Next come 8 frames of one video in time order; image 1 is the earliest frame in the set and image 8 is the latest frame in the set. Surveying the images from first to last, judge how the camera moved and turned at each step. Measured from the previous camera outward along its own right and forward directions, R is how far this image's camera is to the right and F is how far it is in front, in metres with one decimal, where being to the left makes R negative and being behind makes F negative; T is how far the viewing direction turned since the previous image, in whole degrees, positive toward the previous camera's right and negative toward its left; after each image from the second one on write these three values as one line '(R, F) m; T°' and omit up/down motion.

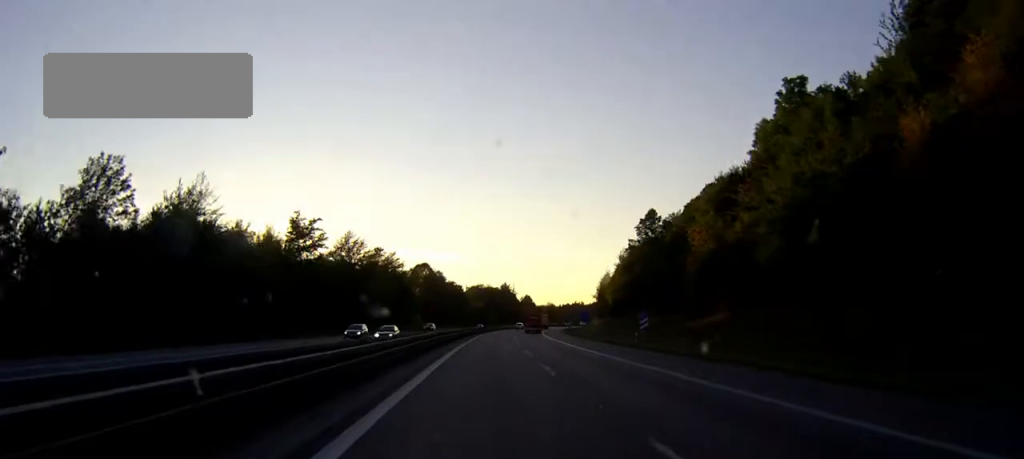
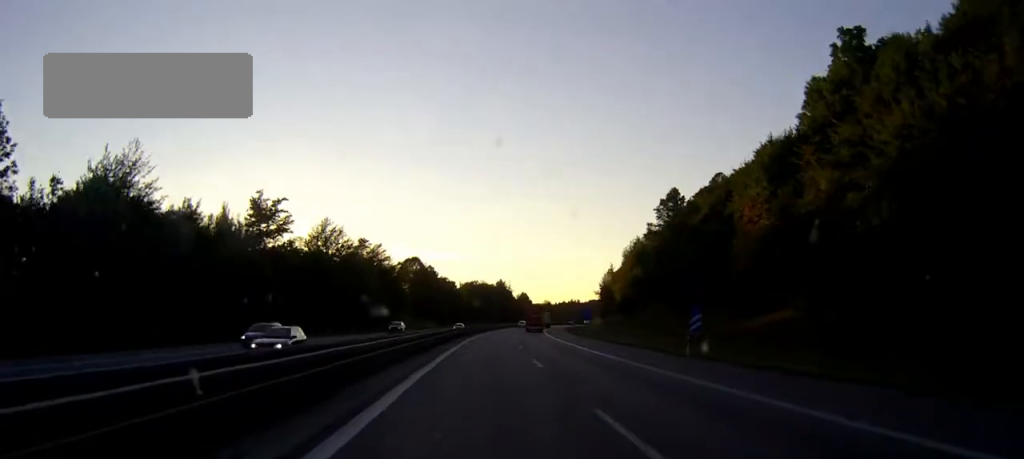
(0.0, +14.5) m; 0°
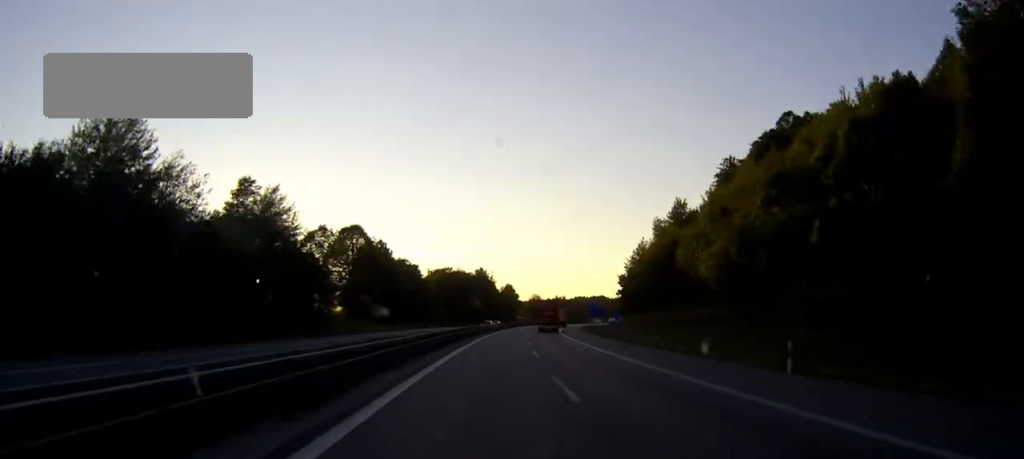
(+0.9, +63.5) m; +2°
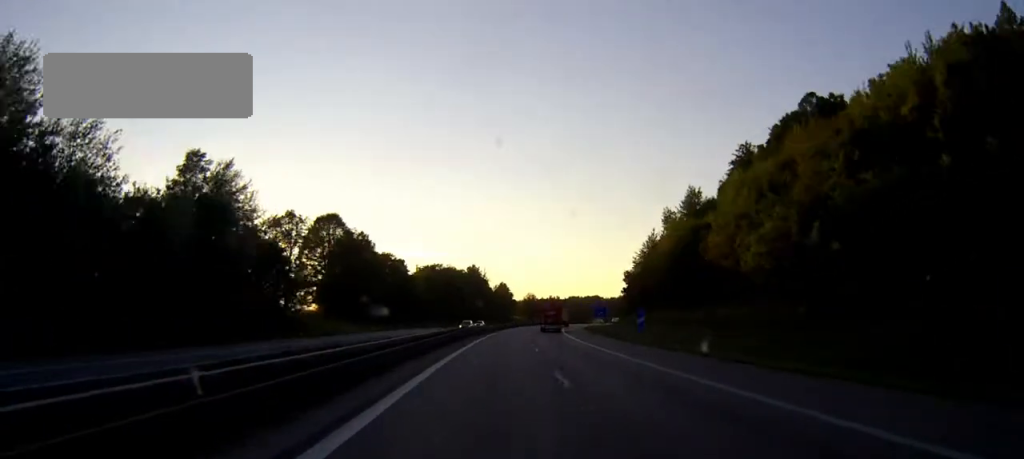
(+0.1, +14.5) m; +1°
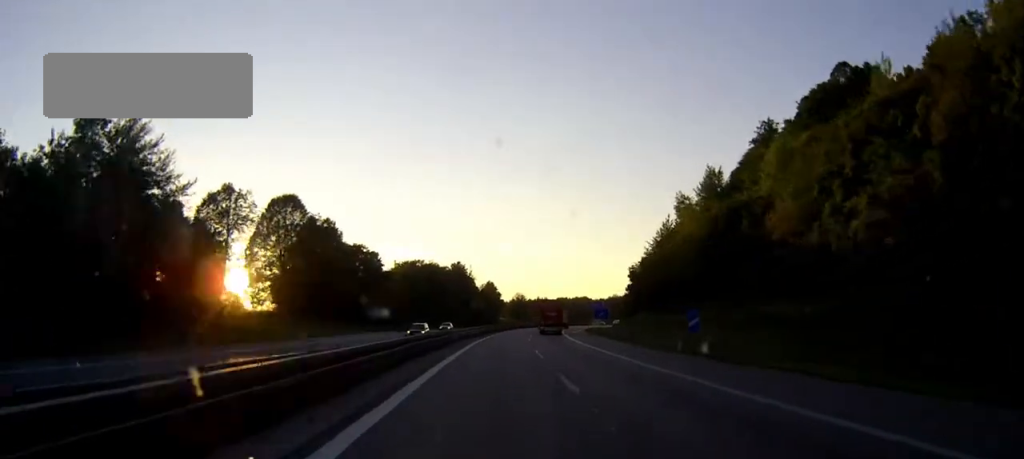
(0.0, +19.0) m; +1°
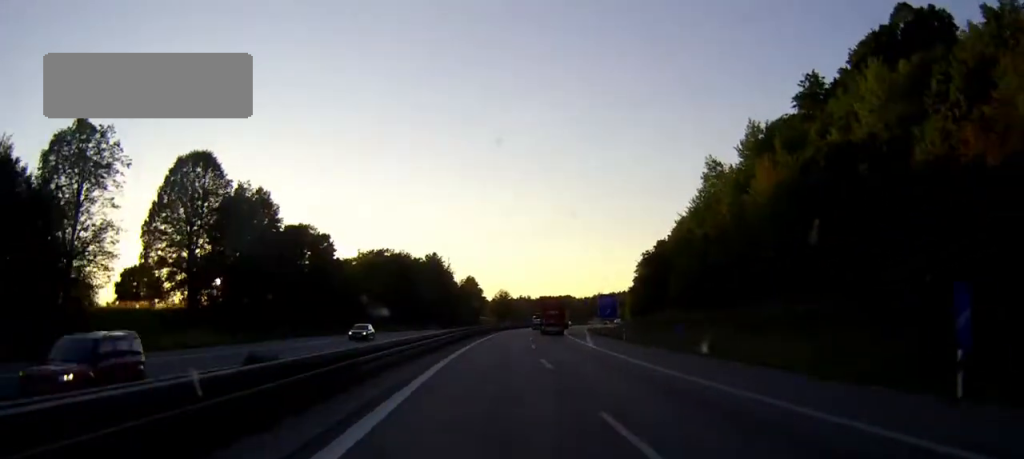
(+0.4, +26.9) m; +2°
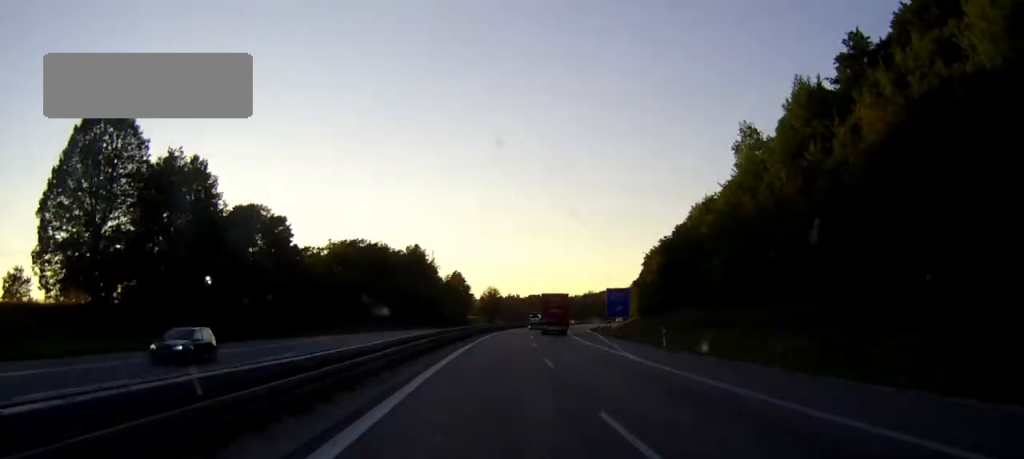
(+0.2, +17.8) m; +1°
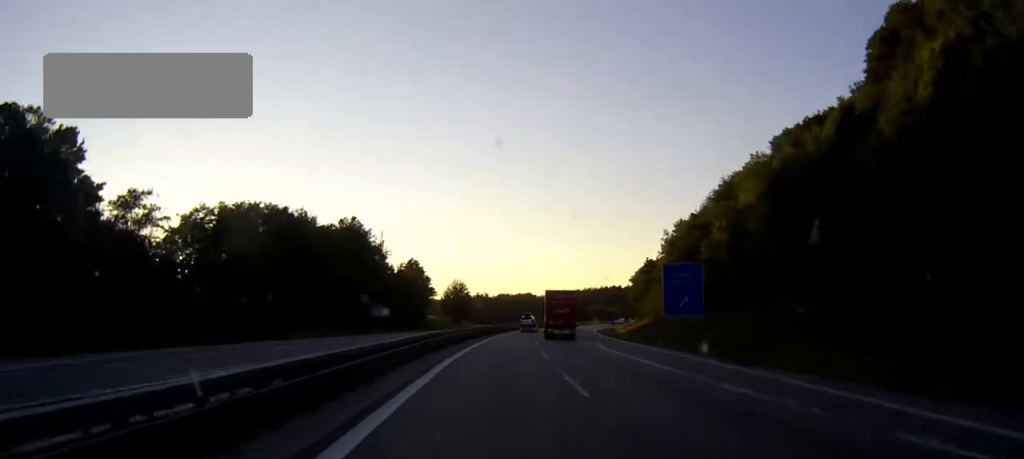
(+0.9, +43.9) m; +2°
